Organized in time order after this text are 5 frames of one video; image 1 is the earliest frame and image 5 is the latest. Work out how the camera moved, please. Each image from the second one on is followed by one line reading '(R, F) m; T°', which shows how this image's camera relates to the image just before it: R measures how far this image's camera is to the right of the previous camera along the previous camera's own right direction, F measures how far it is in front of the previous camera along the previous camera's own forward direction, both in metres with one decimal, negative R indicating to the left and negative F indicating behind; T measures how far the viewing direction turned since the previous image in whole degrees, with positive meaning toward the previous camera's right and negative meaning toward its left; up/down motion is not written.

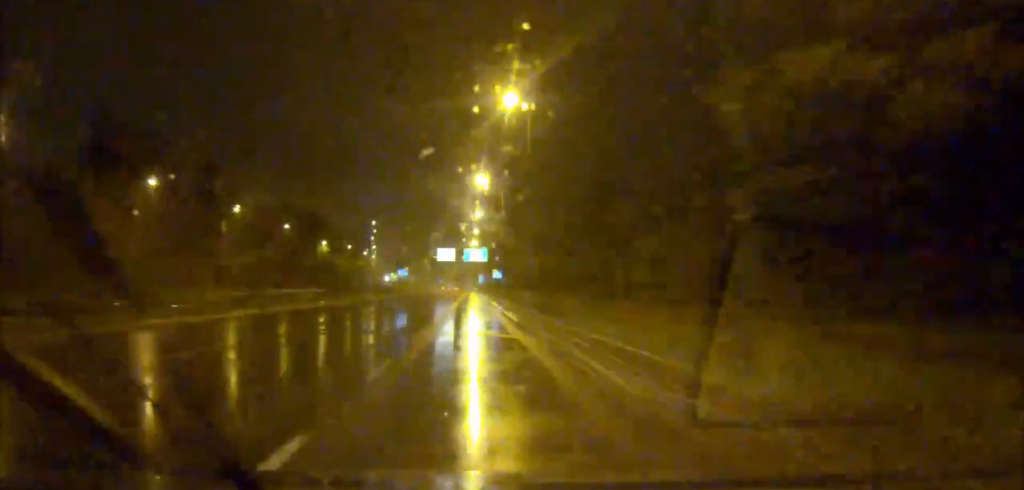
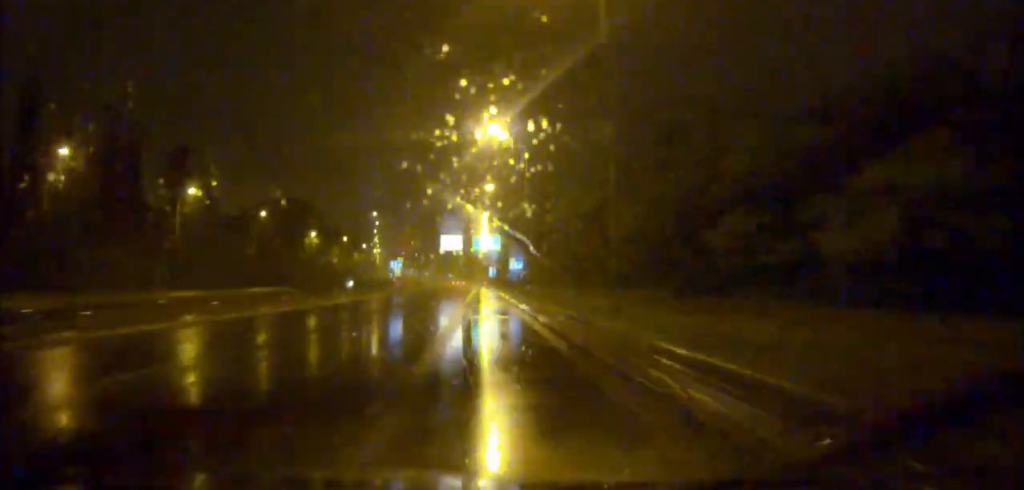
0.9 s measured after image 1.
(-0.1, +20.6) m; -1°
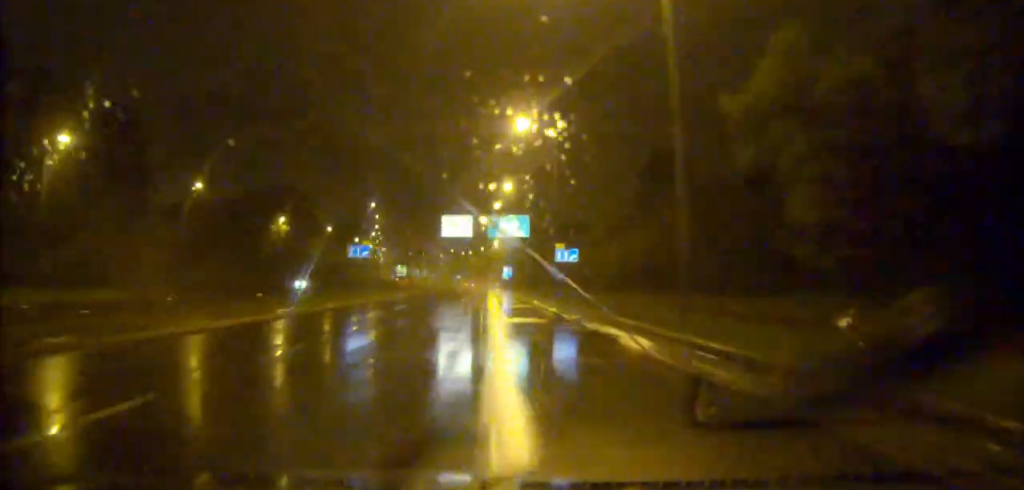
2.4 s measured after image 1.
(-0.2, +33.4) m; 0°
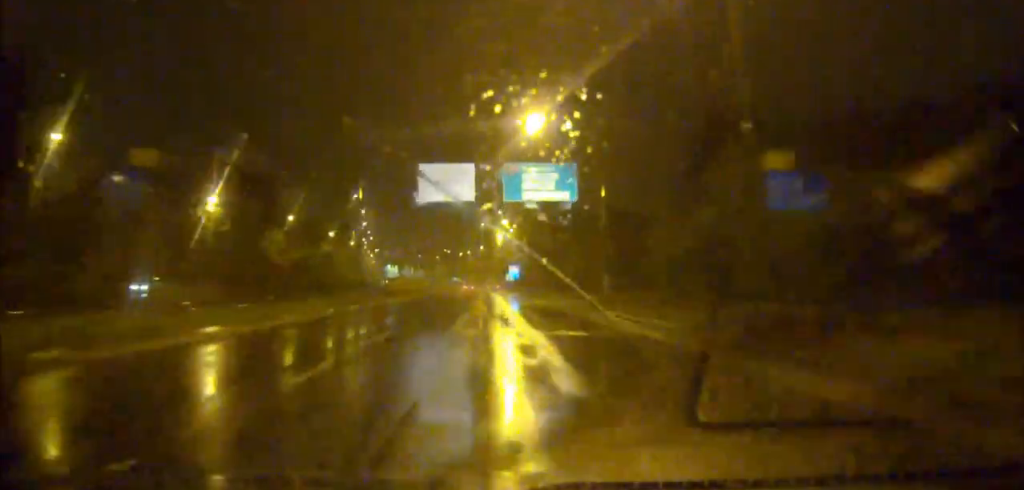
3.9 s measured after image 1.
(+0.2, +31.9) m; 0°
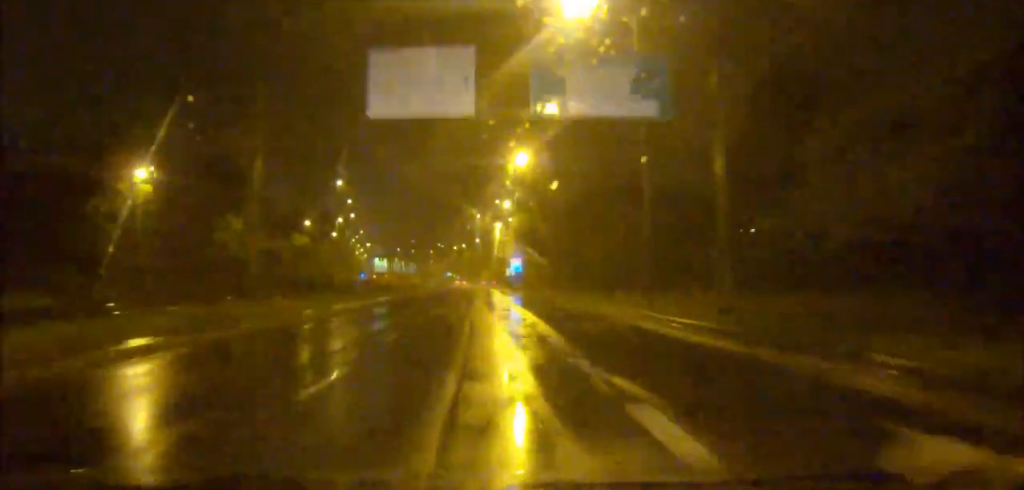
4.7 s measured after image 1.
(-0.1, +19.0) m; 0°
